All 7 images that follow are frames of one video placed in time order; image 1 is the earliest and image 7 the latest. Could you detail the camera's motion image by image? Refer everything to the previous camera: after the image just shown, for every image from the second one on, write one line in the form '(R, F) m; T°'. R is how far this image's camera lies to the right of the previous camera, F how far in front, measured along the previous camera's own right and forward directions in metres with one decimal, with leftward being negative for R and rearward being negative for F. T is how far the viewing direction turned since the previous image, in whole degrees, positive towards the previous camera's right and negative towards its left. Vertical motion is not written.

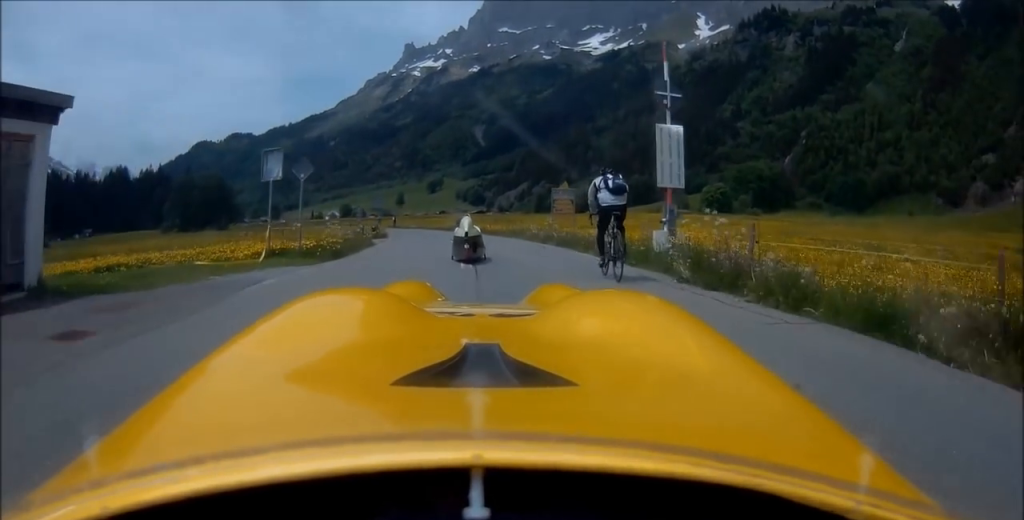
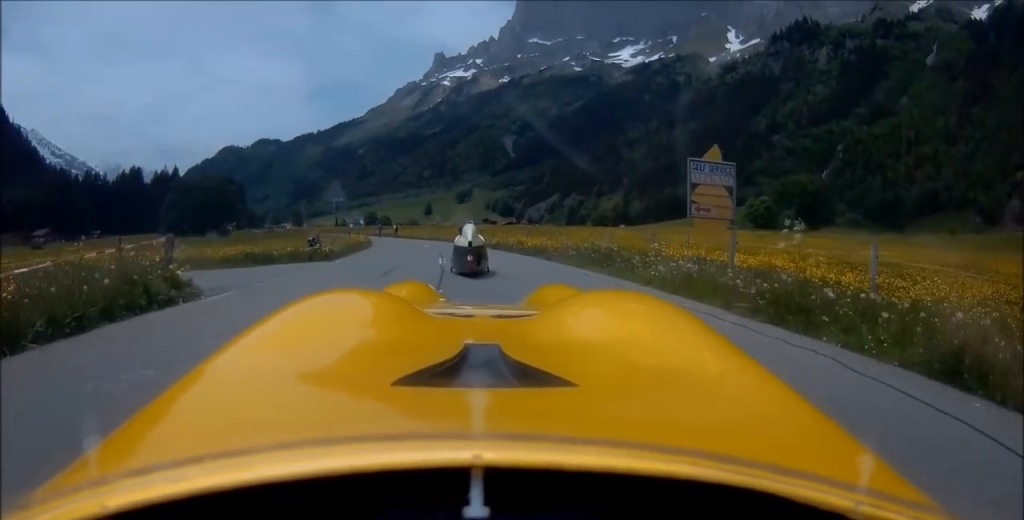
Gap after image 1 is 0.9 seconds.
(-0.1, +15.3) m; -4°
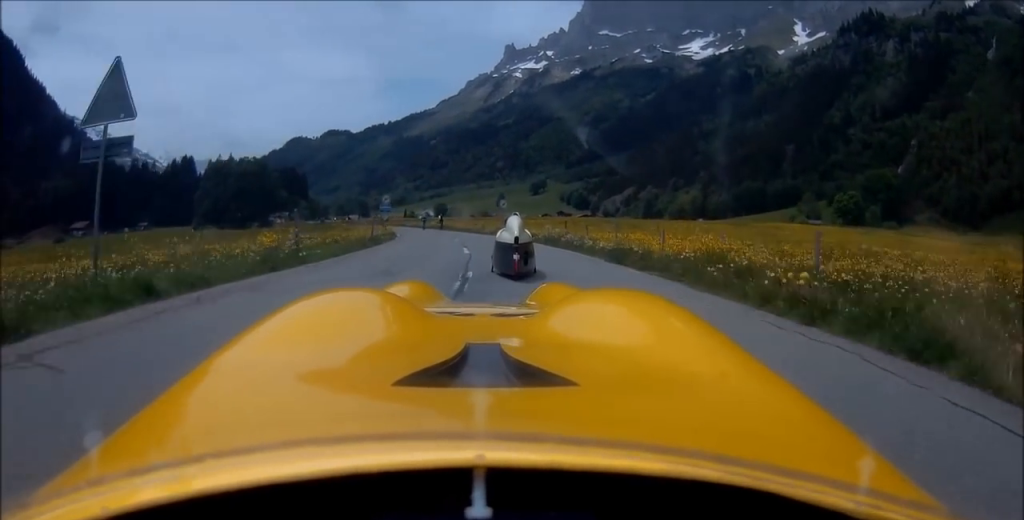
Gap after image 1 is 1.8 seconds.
(-0.8, +16.2) m; -6°
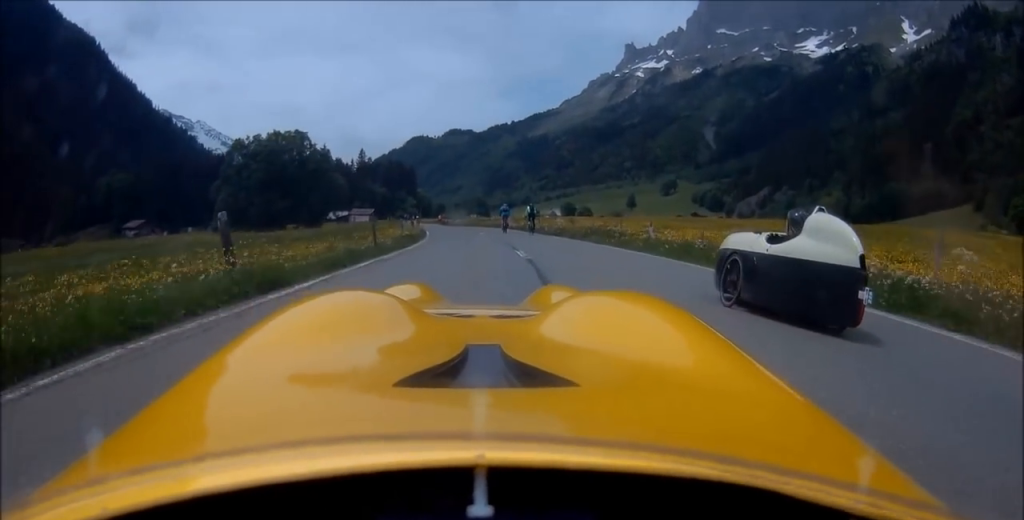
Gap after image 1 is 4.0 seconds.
(-5.2, +40.0) m; -13°
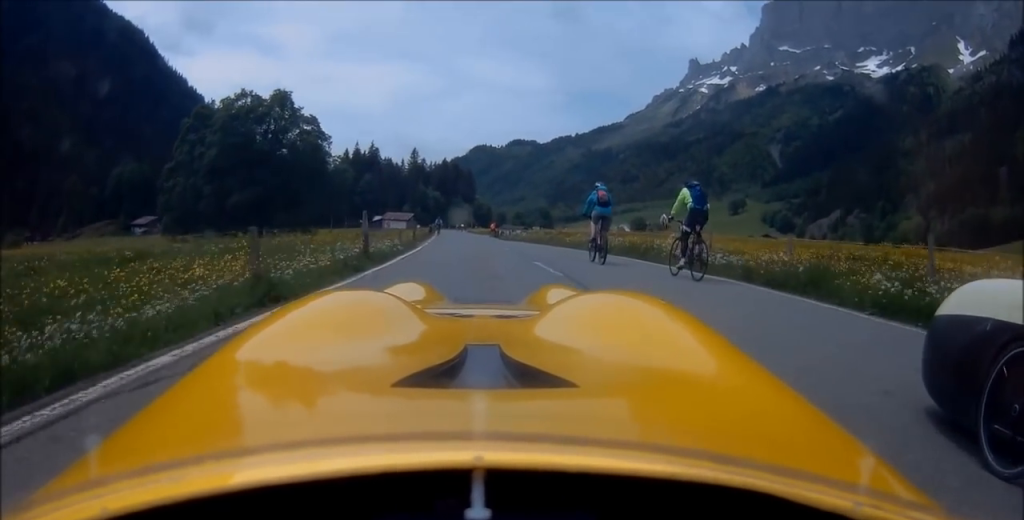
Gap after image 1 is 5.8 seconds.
(-1.0, +30.0) m; -4°
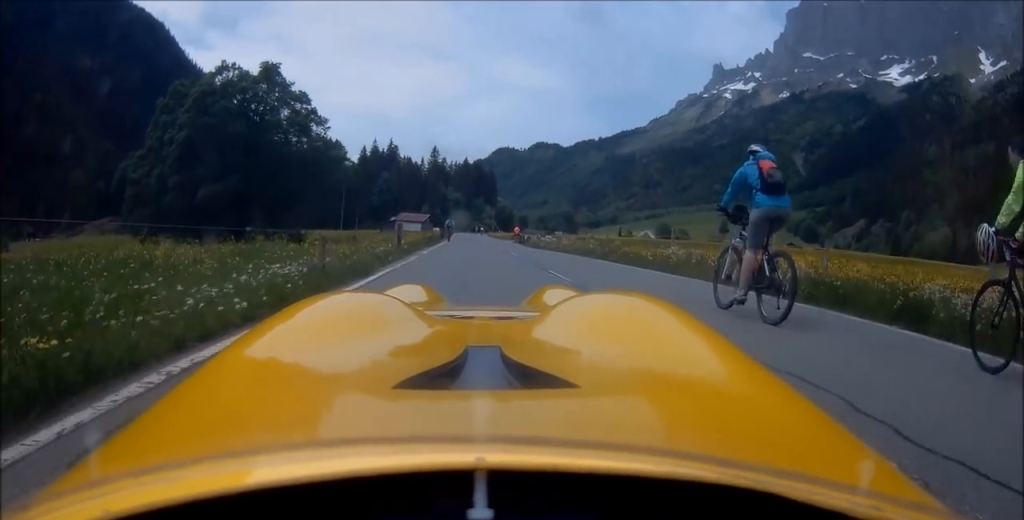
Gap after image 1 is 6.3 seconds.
(-0.1, +9.9) m; -1°
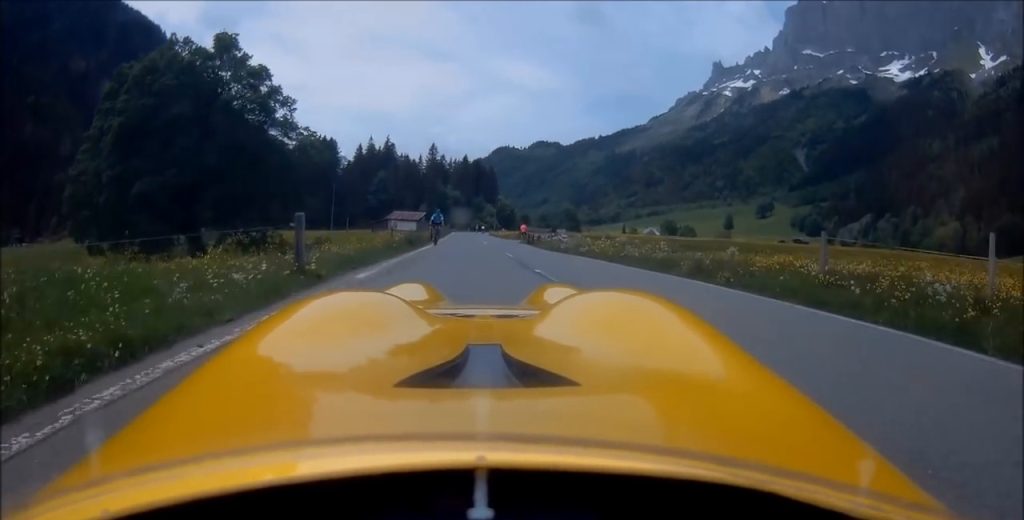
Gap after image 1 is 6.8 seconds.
(0.0, +8.9) m; -2°
